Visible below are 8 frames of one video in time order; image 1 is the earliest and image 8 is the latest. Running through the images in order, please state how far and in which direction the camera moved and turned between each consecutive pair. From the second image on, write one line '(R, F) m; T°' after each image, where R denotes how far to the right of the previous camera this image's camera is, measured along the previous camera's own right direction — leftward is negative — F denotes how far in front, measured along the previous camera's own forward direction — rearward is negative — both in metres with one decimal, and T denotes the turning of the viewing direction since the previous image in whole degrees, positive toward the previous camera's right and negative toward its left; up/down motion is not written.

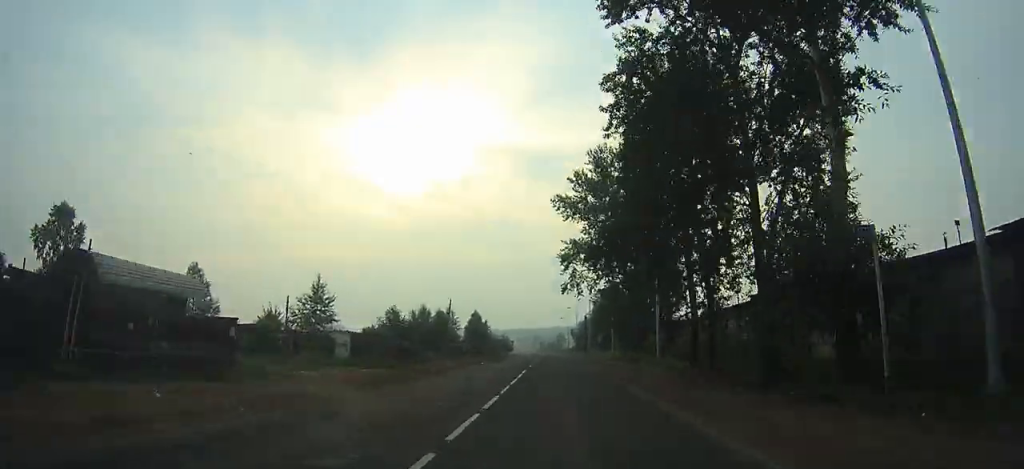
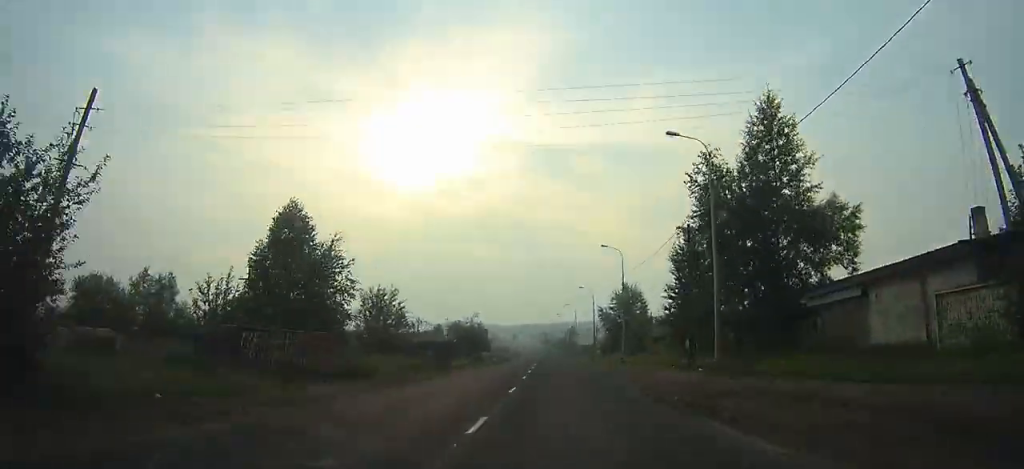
(-0.5, +73.5) m; -1°
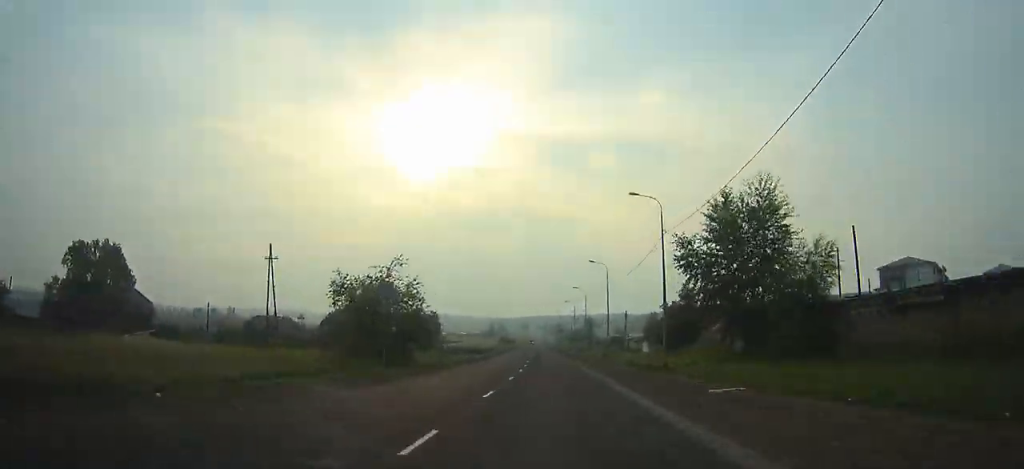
(-0.1, +48.1) m; 0°
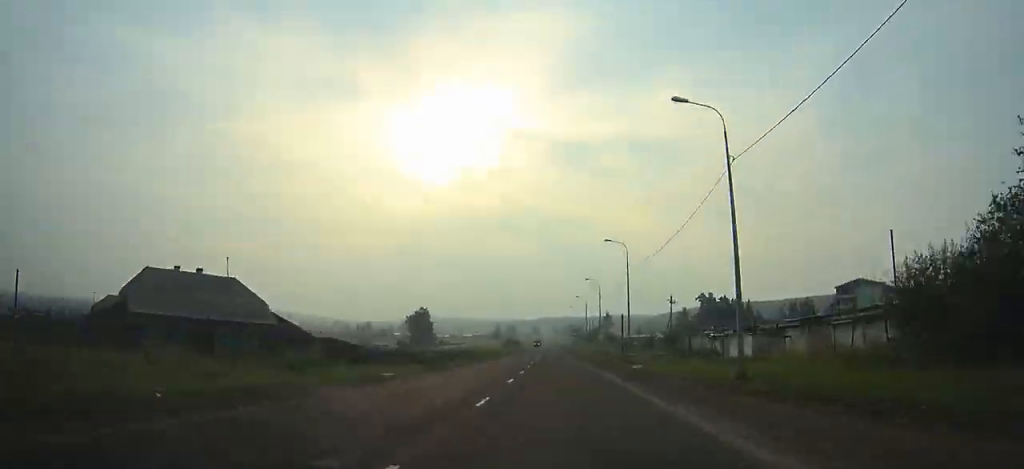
(-0.2, +42.9) m; -1°
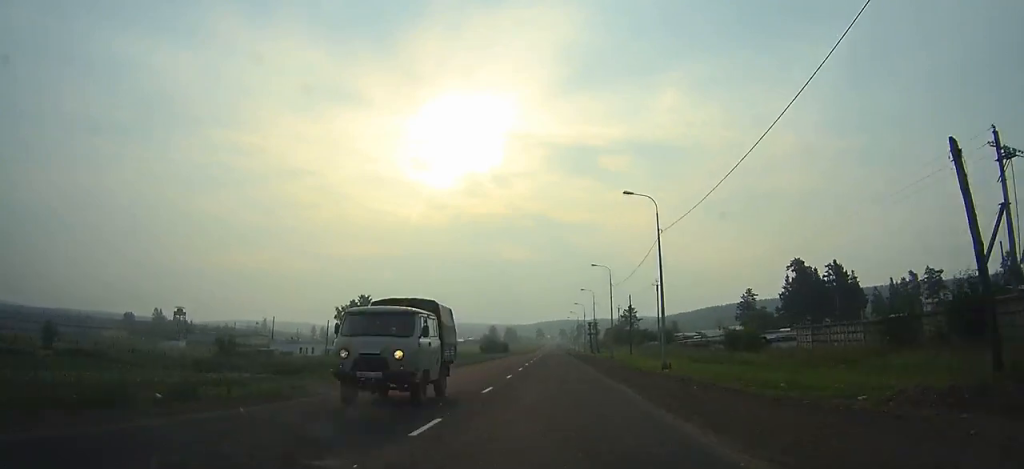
(-0.7, +76.0) m; -1°
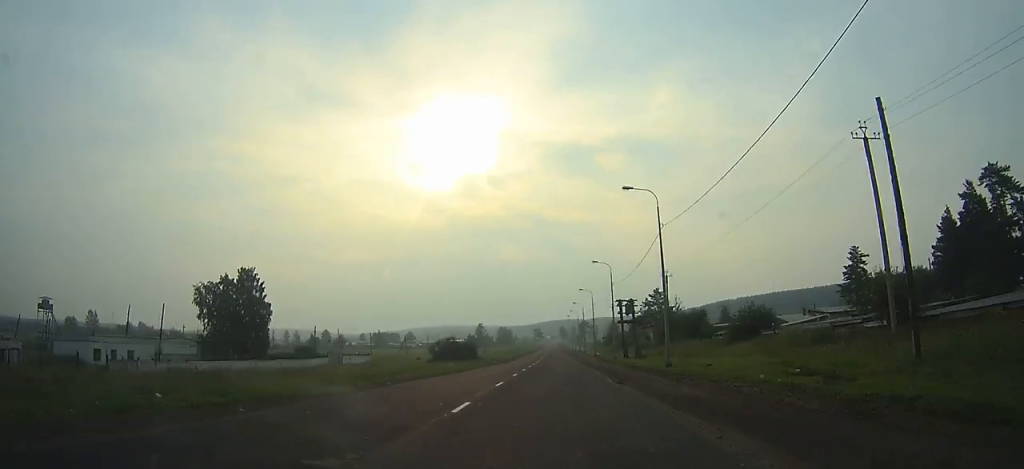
(-0.3, +58.9) m; 0°
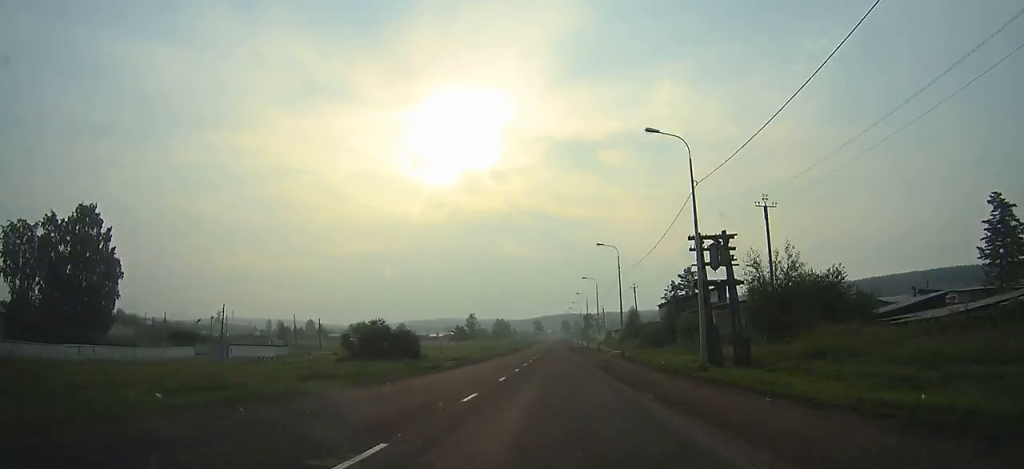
(0.0, +36.8) m; 0°
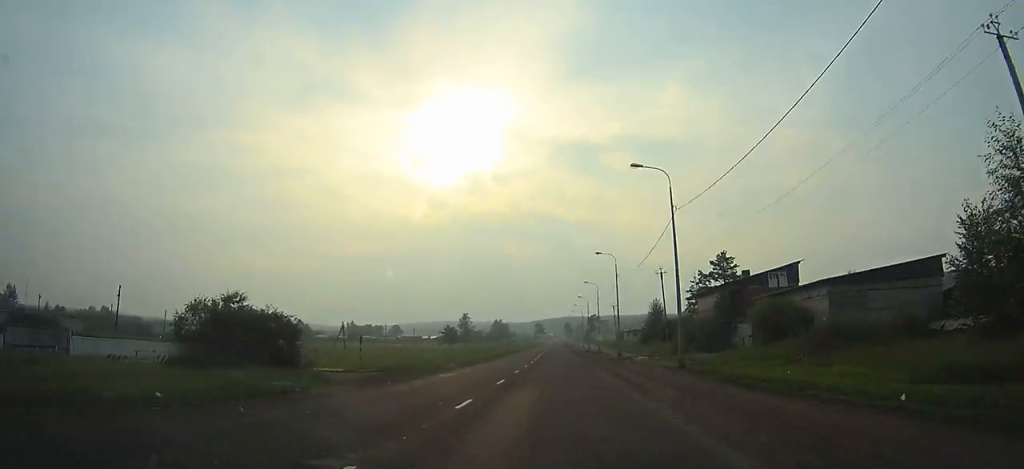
(0.0, +24.1) m; 0°
